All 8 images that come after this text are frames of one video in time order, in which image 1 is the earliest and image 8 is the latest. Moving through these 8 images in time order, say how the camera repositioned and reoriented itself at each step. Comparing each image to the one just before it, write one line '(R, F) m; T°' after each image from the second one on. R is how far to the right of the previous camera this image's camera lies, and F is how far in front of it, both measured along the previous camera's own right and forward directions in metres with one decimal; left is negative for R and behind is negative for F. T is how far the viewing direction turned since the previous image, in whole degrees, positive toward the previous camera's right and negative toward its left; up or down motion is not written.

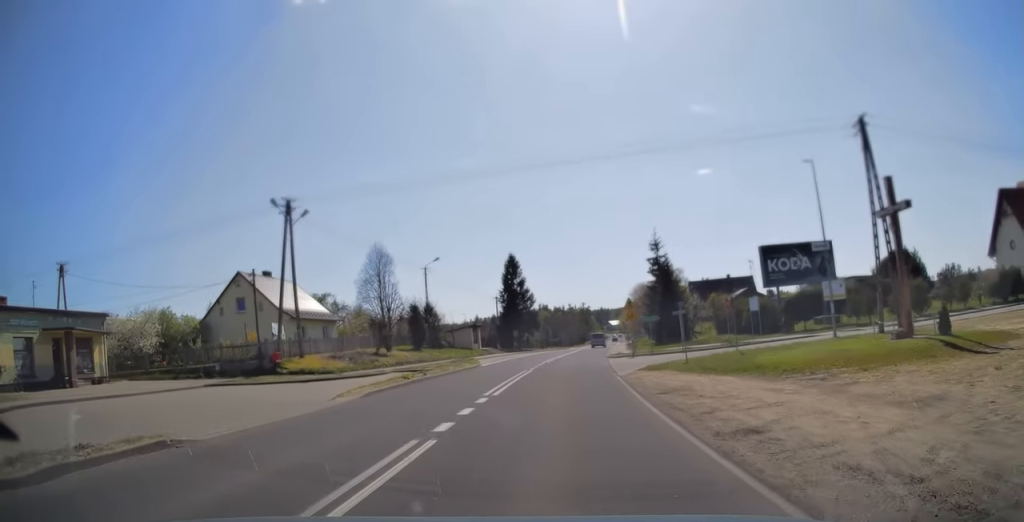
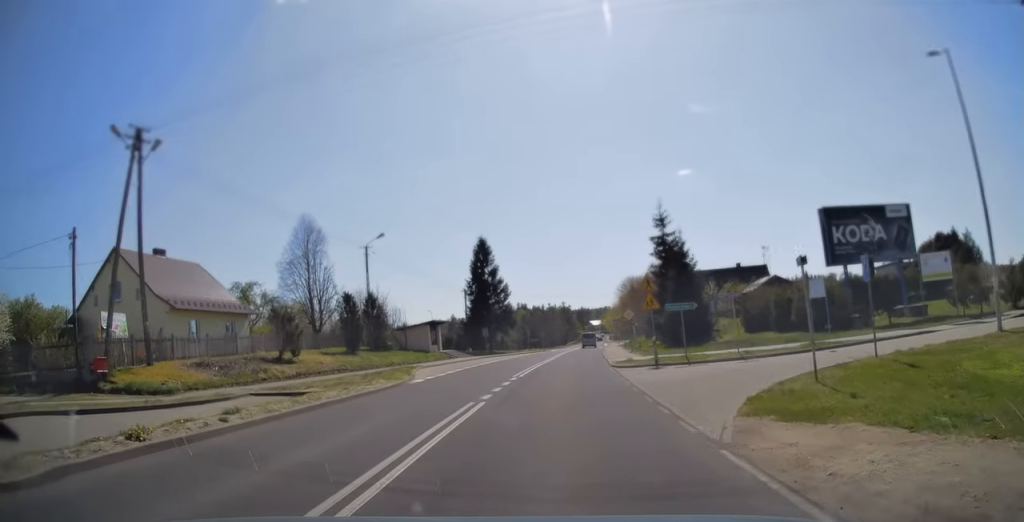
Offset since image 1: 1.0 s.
(+0.1, +14.0) m; +1°
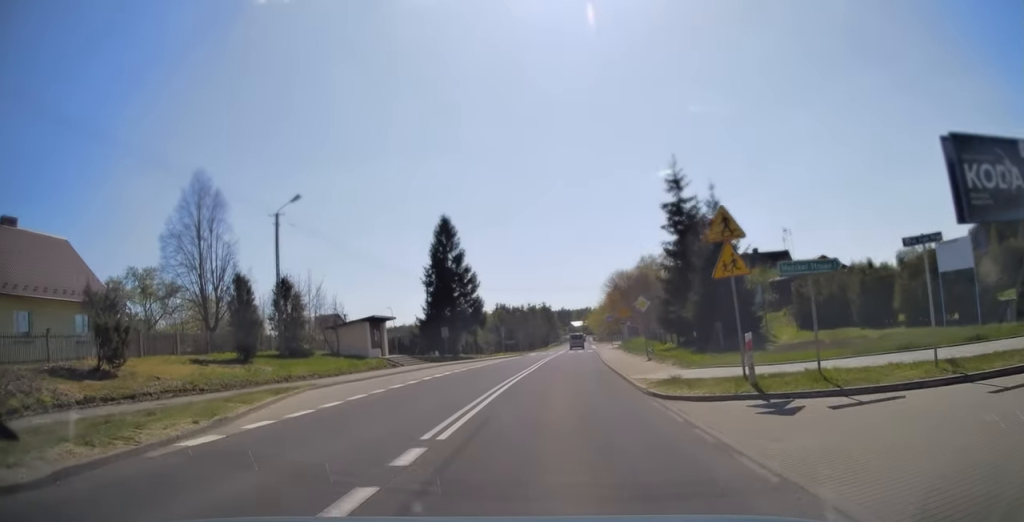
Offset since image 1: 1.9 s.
(+0.1, +13.5) m; +2°
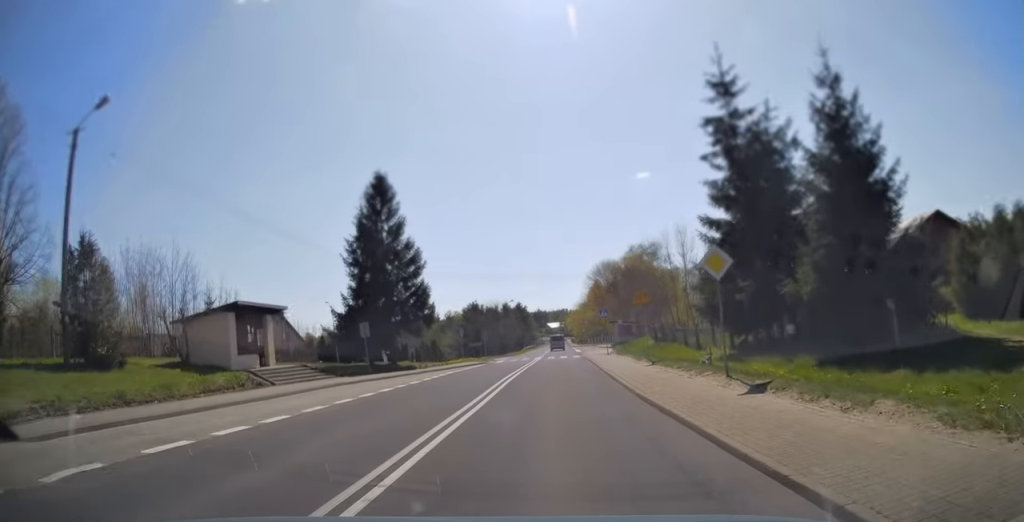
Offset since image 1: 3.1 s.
(+0.5, +16.0) m; +3°
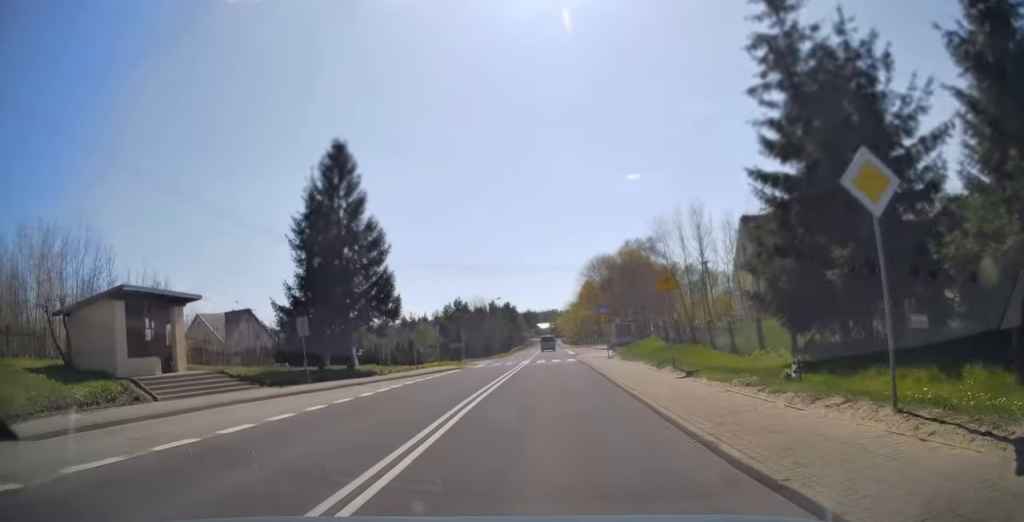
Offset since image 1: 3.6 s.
(+0.1, +7.2) m; +1°
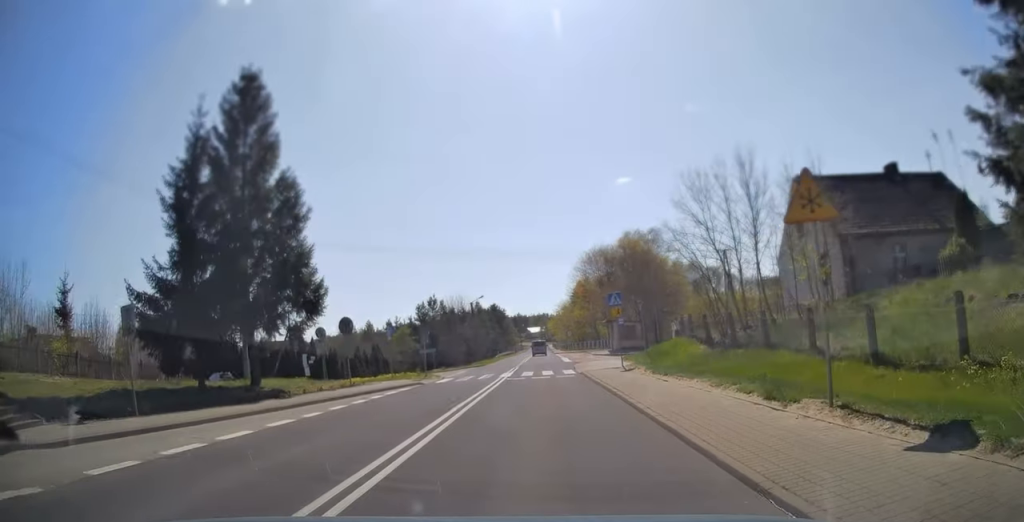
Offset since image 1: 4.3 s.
(+0.1, +11.0) m; +1°
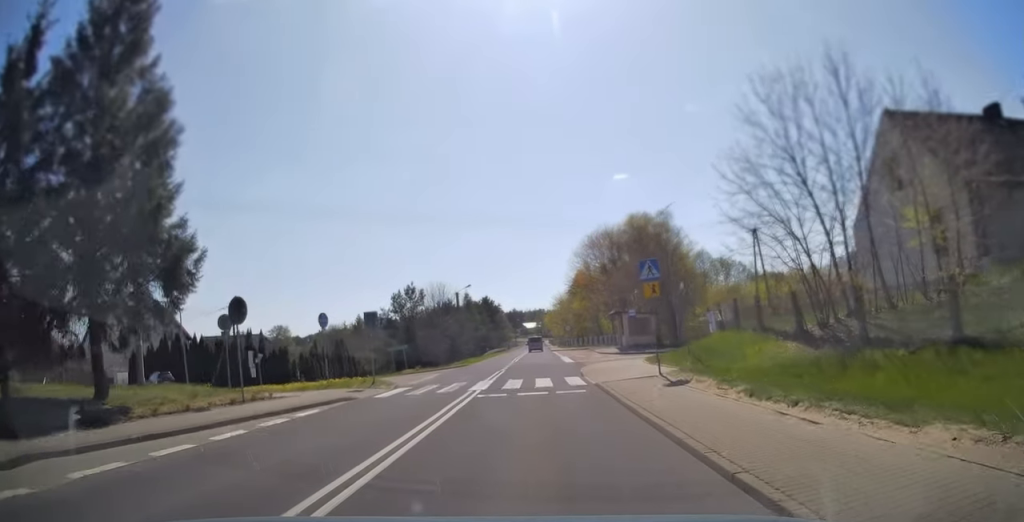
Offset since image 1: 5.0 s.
(+0.1, +9.5) m; 0°
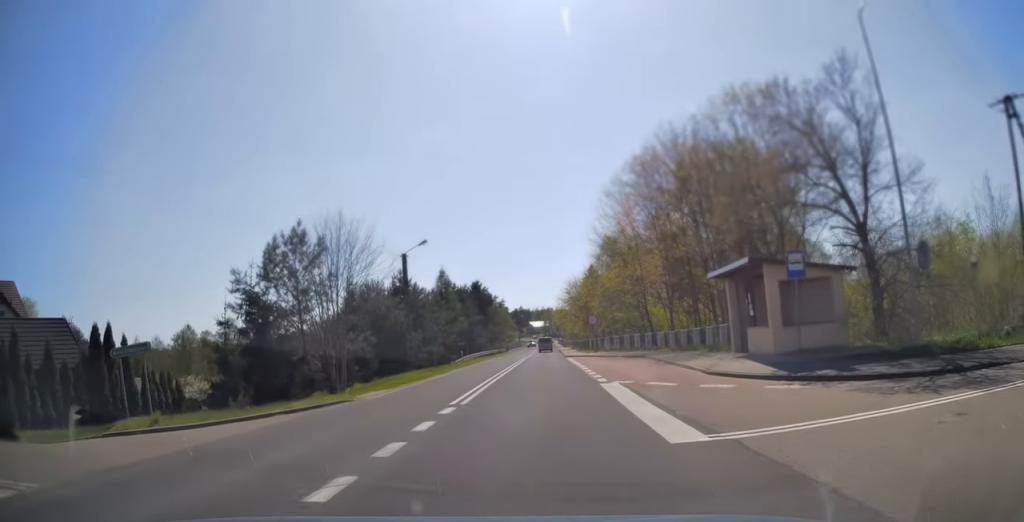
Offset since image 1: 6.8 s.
(-0.4, +29.5) m; -1°
